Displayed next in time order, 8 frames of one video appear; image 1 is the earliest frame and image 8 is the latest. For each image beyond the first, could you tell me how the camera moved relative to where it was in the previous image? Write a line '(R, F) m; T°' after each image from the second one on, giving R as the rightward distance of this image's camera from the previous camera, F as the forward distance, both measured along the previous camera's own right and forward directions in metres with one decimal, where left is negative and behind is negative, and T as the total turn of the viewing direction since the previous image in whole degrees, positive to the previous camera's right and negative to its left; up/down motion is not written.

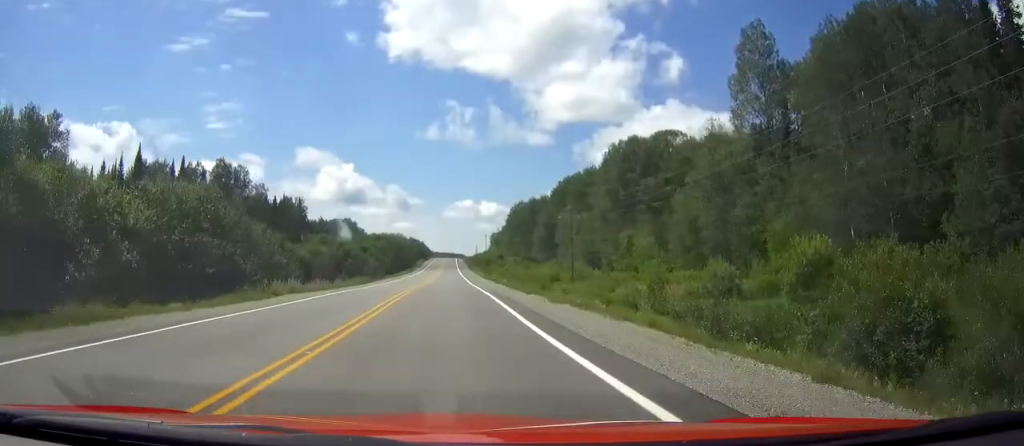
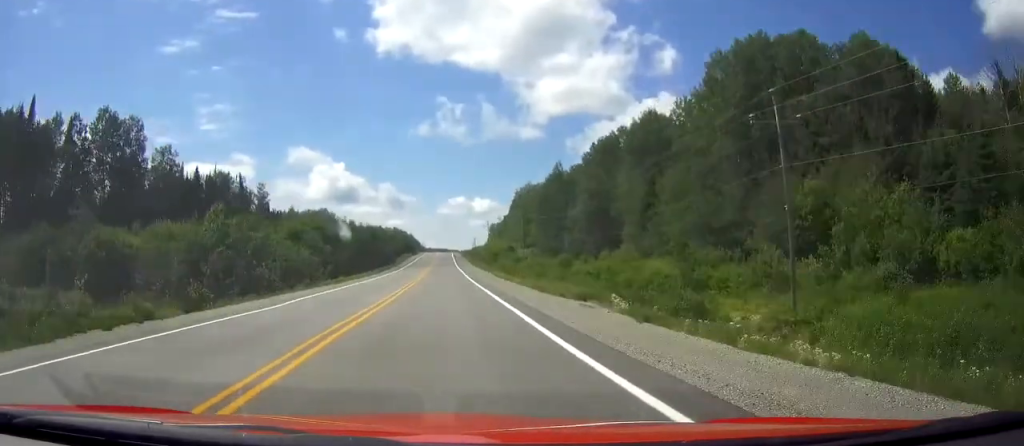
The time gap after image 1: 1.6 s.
(0.0, +49.9) m; 0°
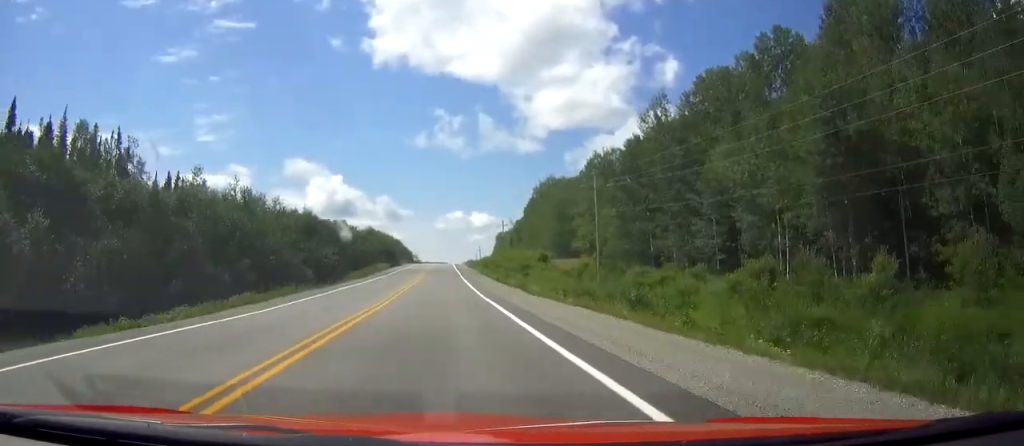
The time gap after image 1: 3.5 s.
(0.0, +57.3) m; 0°
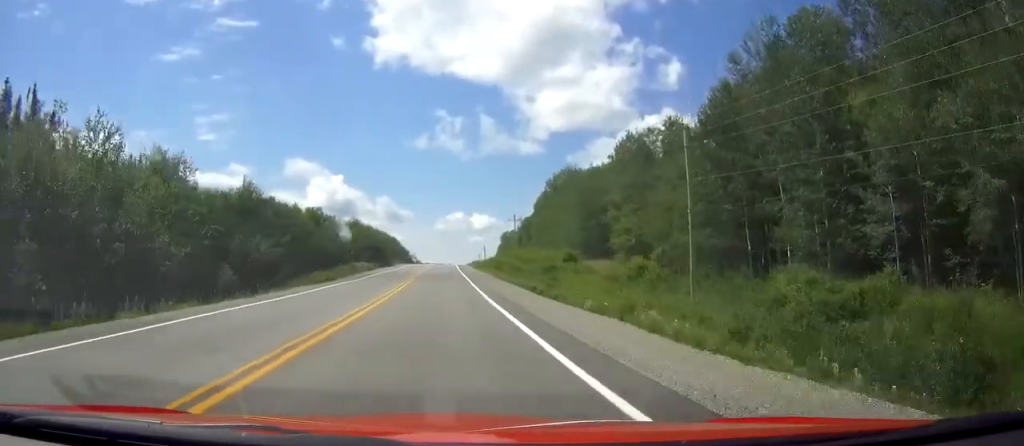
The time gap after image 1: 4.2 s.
(+0.1, +22.5) m; 0°
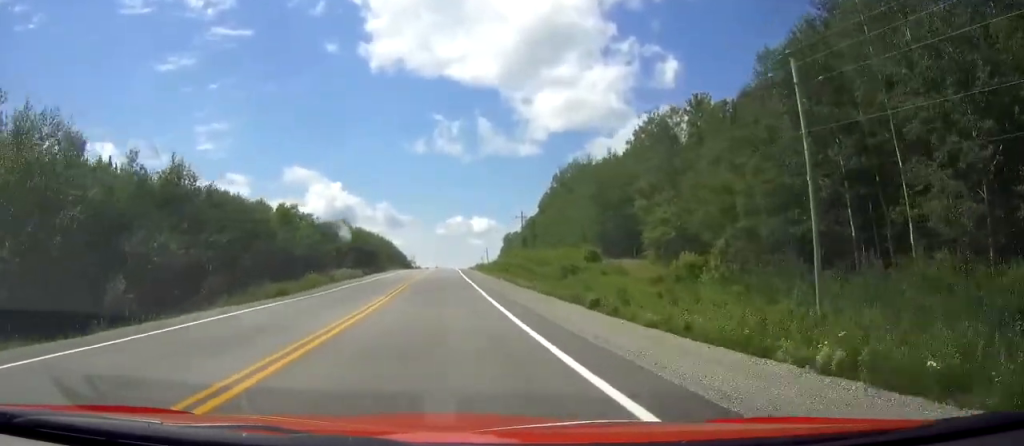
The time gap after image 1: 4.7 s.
(0.0, +13.3) m; 0°
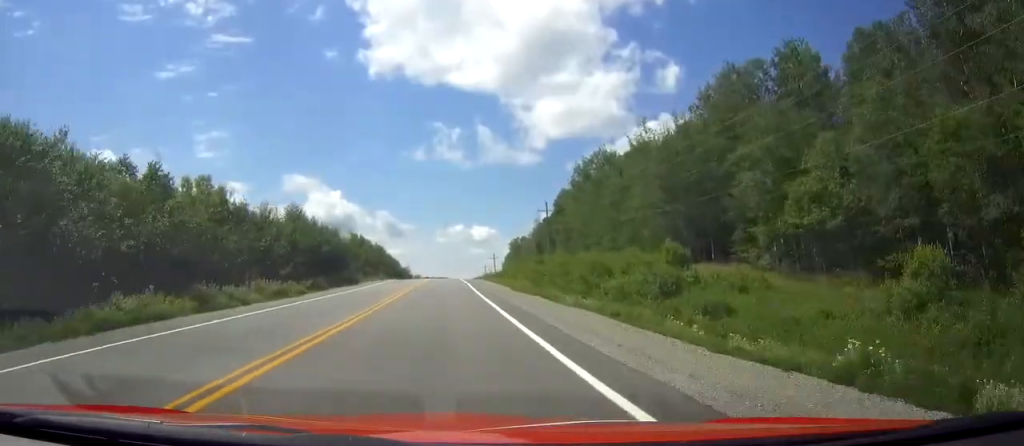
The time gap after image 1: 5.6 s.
(0.0, +27.5) m; 0°
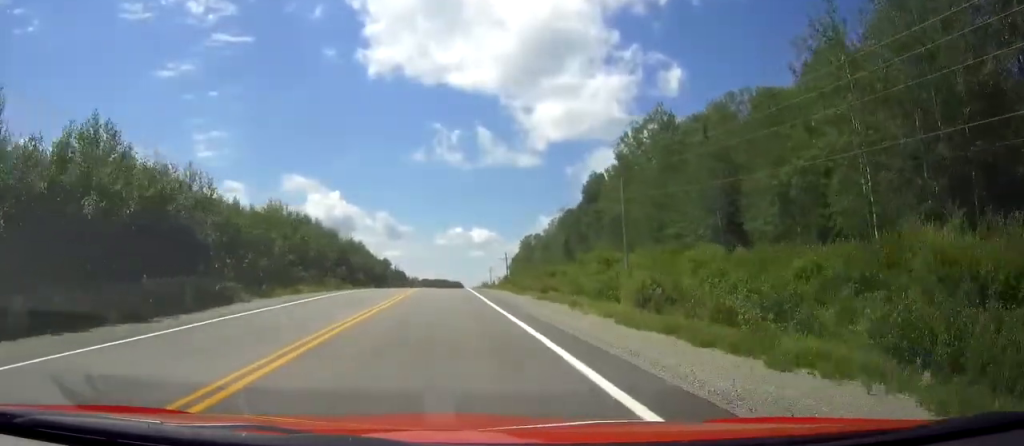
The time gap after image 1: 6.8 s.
(-0.2, +37.3) m; 0°
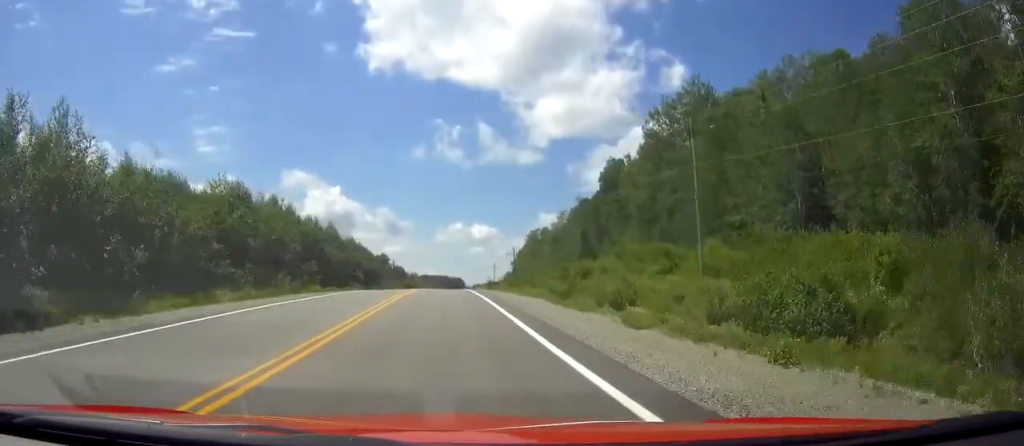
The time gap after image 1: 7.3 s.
(+0.1, +14.9) m; 0°
